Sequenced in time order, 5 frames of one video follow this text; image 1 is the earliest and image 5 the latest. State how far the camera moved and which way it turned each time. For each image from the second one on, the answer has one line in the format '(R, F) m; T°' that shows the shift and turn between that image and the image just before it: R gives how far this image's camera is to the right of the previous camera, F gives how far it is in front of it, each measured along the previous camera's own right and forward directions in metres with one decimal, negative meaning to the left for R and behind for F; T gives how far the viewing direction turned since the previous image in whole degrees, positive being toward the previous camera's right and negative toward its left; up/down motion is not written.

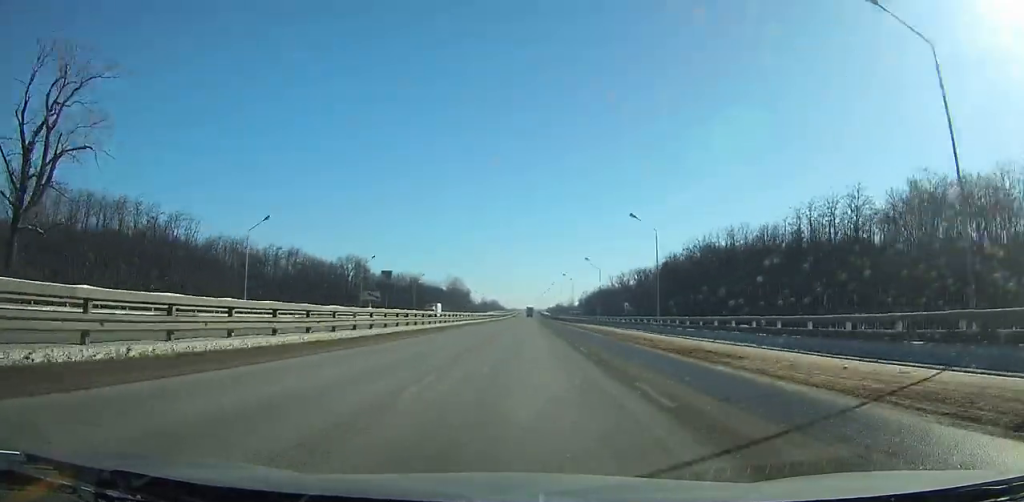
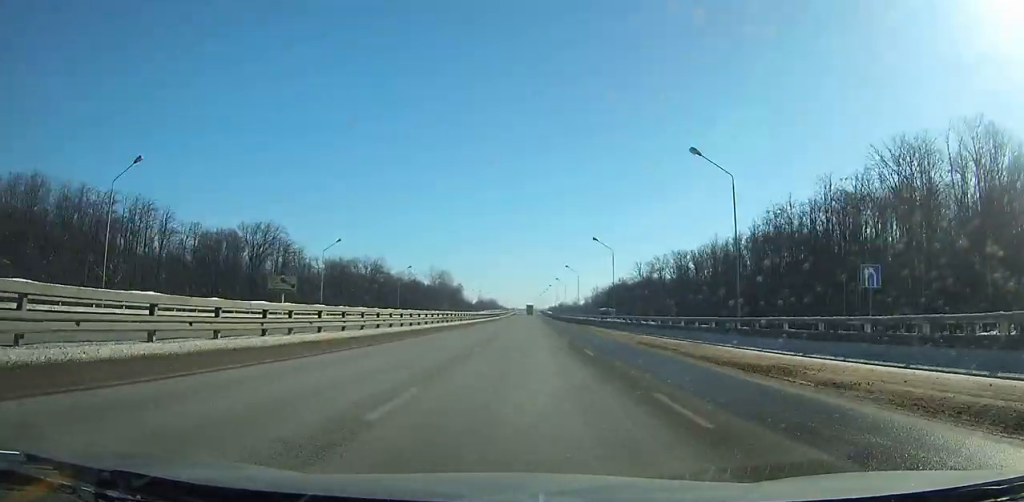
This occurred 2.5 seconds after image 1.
(-0.8, +62.1) m; 0°
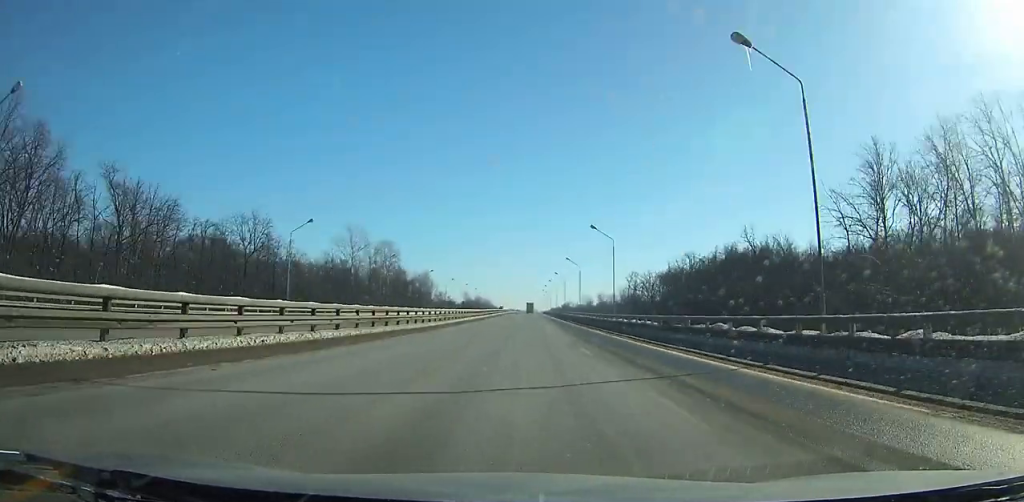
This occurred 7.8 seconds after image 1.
(+0.9, +133.9) m; 0°
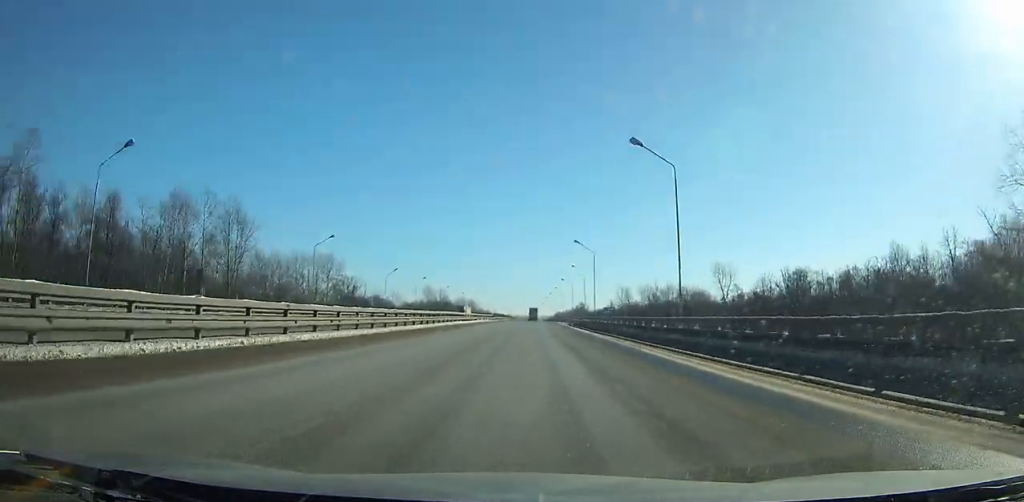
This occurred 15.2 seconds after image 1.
(+1.1, +188.9) m; +1°
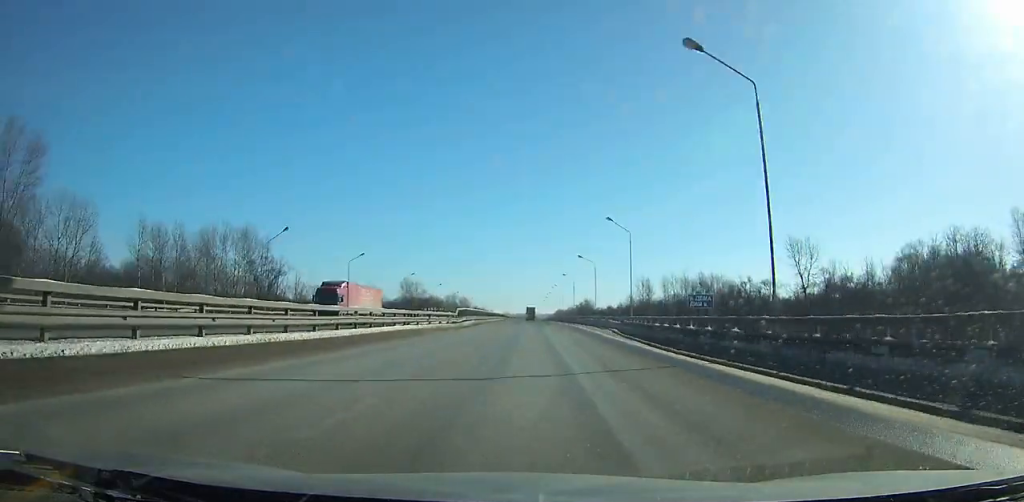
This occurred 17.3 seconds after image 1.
(-0.1, +52.7) m; 0°
